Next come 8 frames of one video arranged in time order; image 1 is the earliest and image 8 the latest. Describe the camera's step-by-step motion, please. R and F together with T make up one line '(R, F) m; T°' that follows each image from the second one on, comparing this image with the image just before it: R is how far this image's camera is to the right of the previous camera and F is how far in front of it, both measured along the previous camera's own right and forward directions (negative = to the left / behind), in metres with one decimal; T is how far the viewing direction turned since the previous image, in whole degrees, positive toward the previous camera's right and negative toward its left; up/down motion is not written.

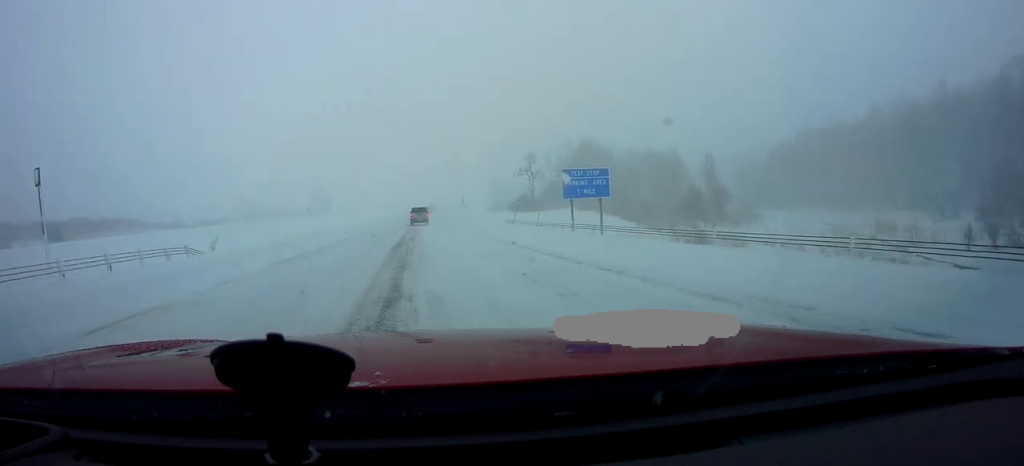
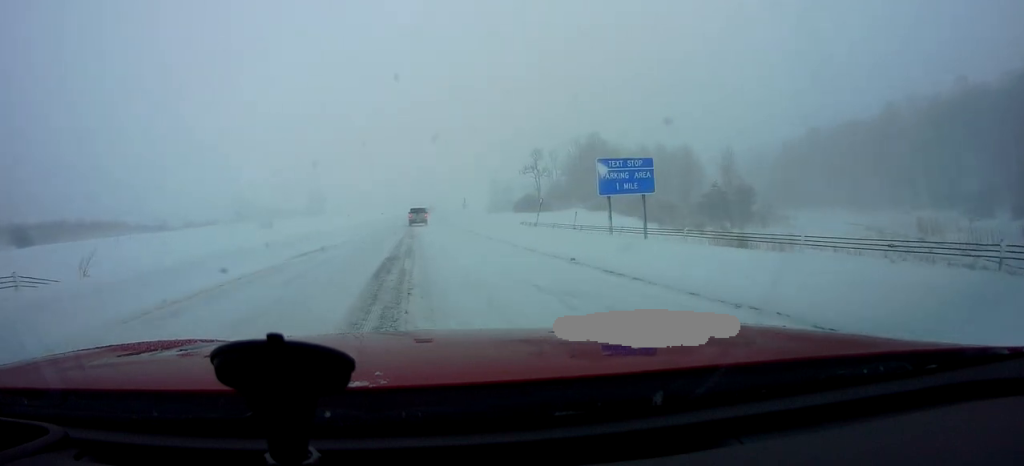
(-0.1, +8.2) m; +1°
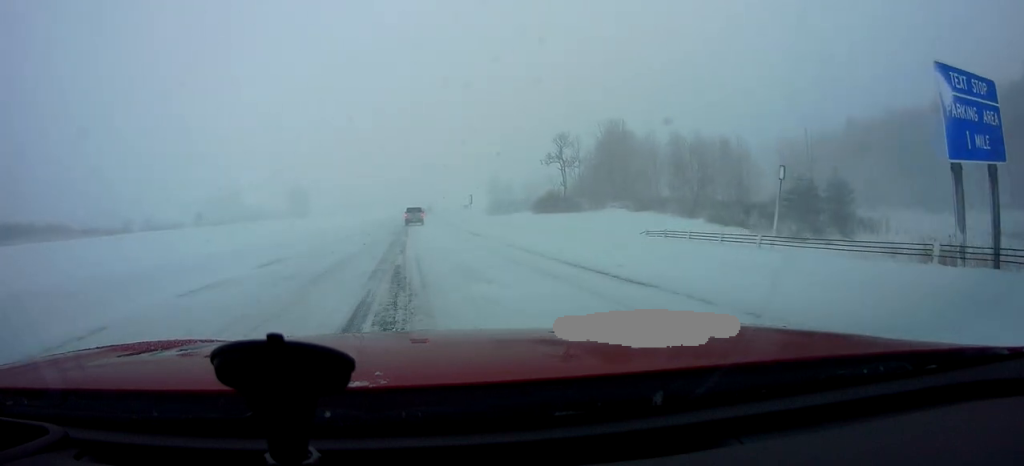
(+0.4, +23.2) m; 0°
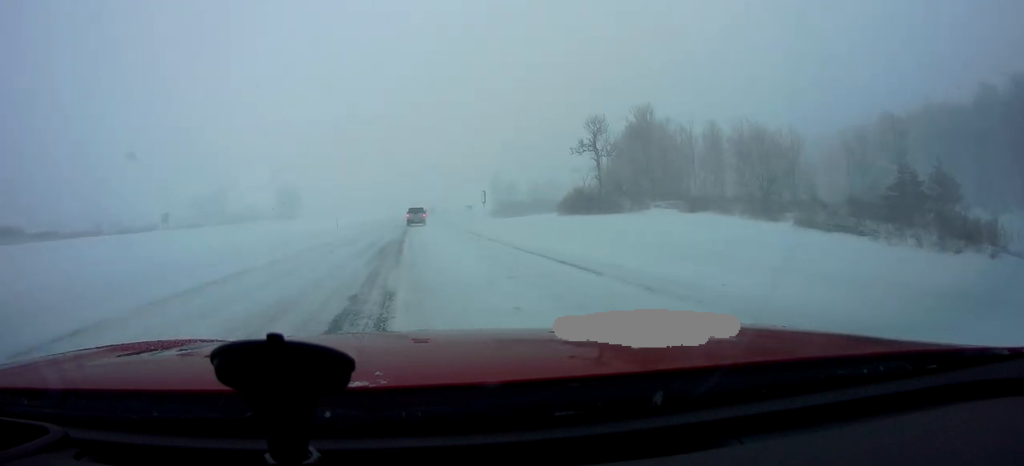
(0.0, +17.0) m; +1°
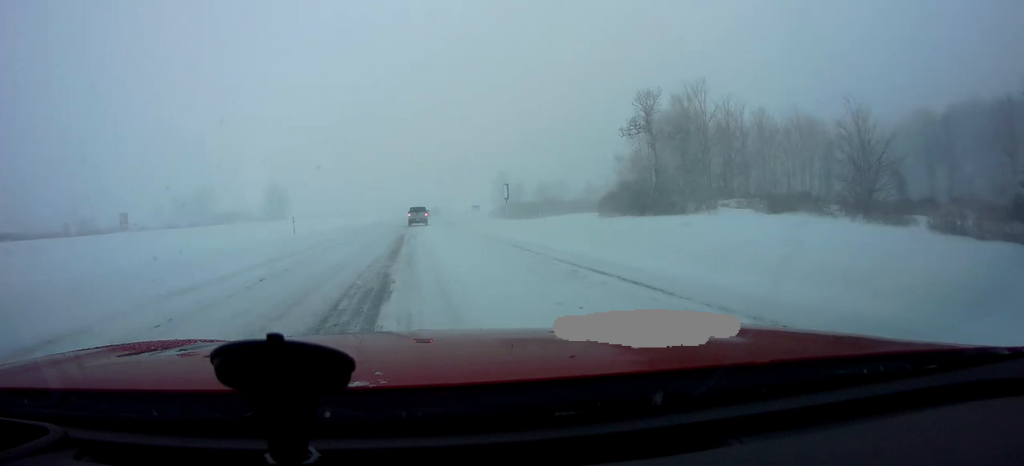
(+0.3, +16.7) m; +1°
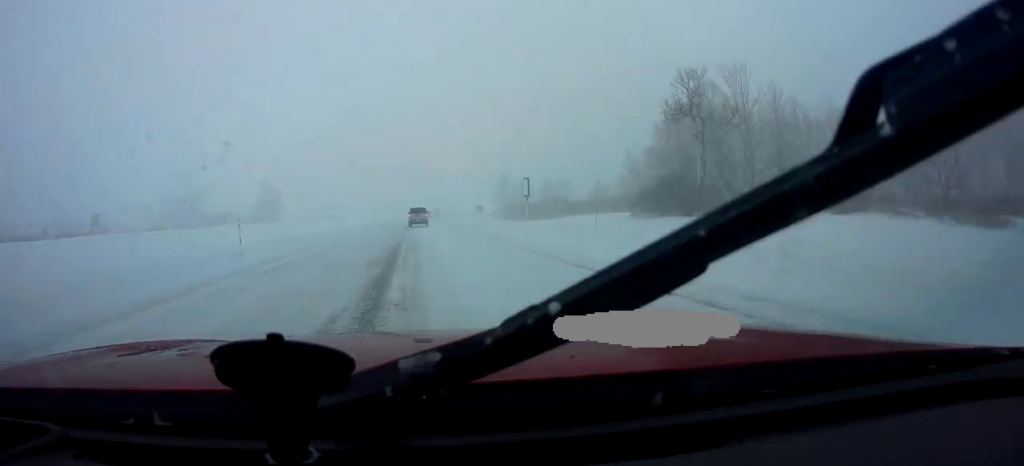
(0.0, +9.4) m; 0°
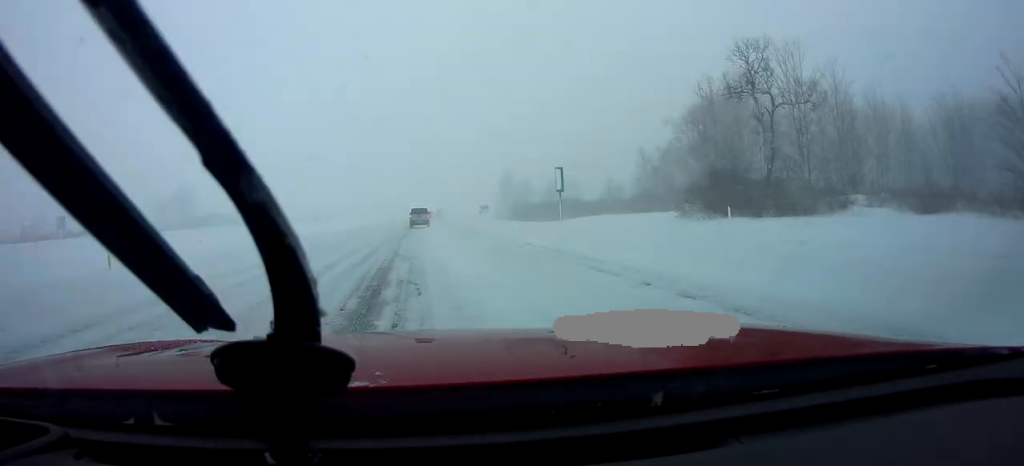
(0.0, +9.3) m; 0°
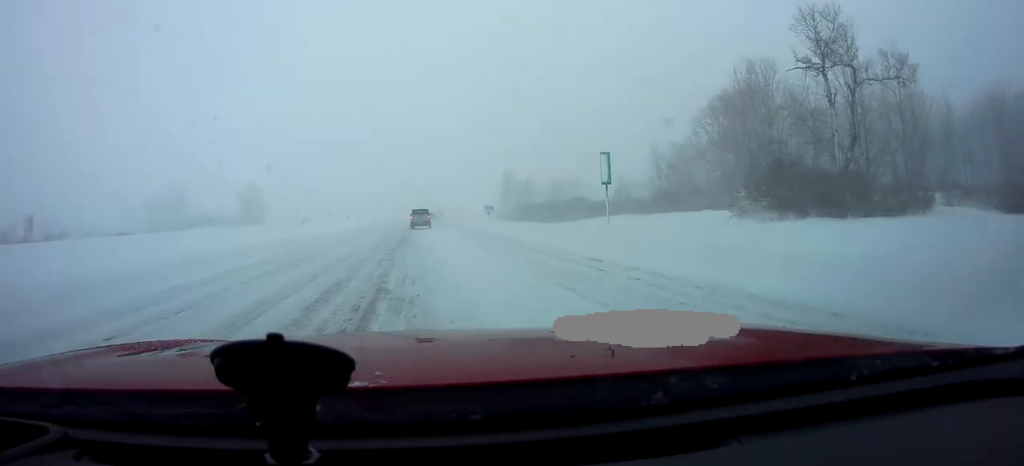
(0.0, +7.8) m; 0°
